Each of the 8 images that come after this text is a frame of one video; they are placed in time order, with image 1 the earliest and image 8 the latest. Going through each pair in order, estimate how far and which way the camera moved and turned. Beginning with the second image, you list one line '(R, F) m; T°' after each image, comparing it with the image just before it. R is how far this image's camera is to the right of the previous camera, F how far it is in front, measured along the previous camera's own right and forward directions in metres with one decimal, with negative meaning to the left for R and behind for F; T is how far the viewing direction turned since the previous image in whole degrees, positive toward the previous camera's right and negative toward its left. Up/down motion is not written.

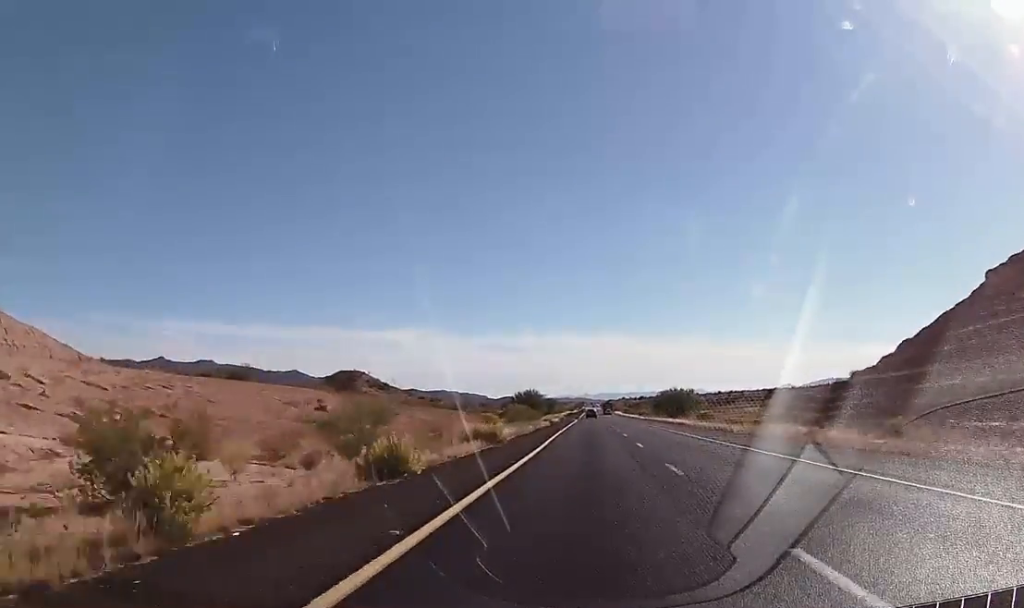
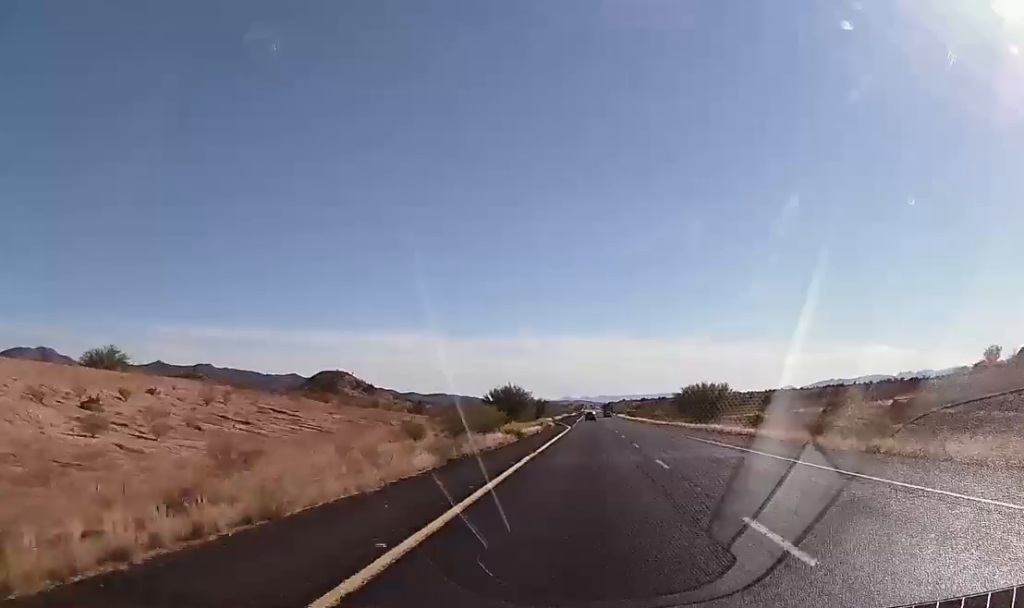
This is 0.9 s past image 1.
(-0.2, +34.1) m; -1°
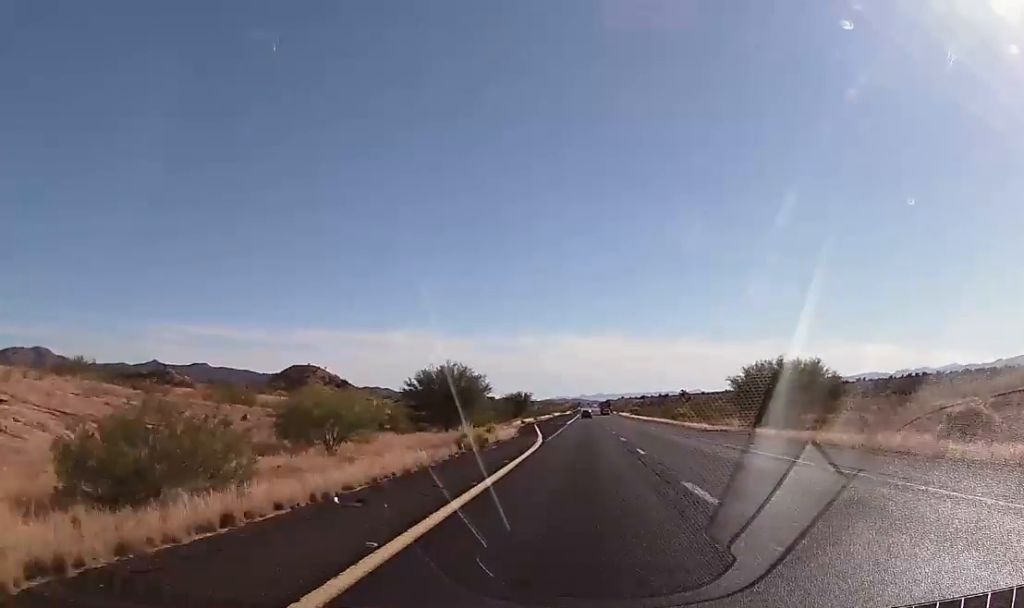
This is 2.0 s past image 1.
(-0.3, +42.9) m; 0°
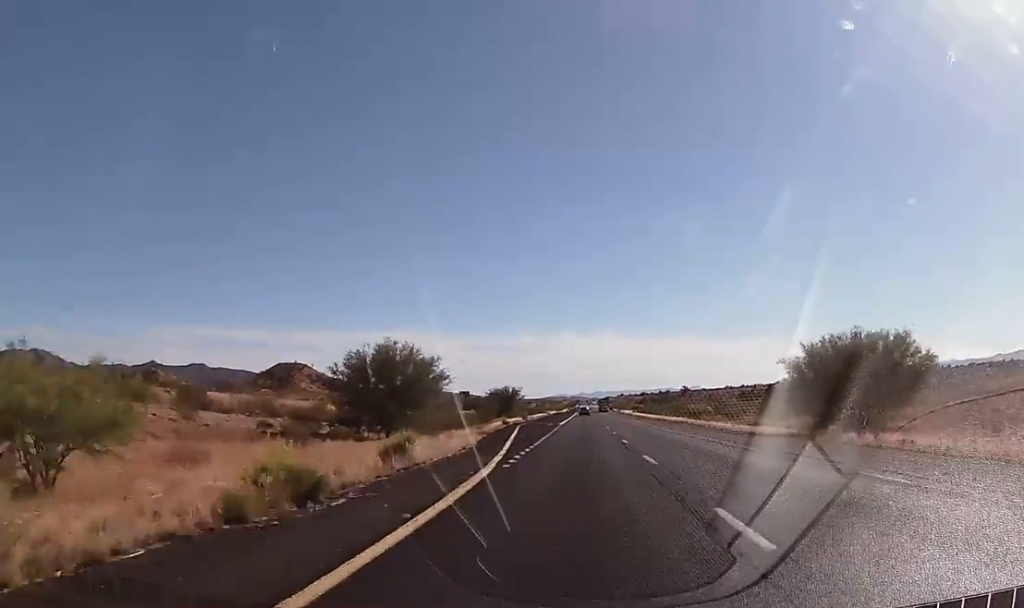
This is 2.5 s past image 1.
(-0.1, +17.6) m; 0°
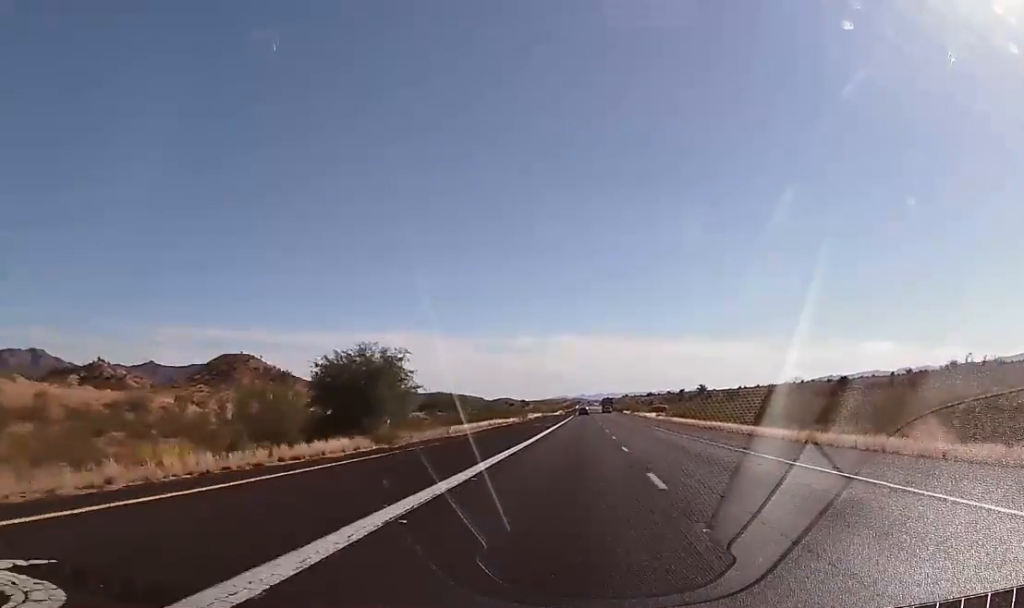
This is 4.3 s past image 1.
(+0.1, +66.9) m; 0°
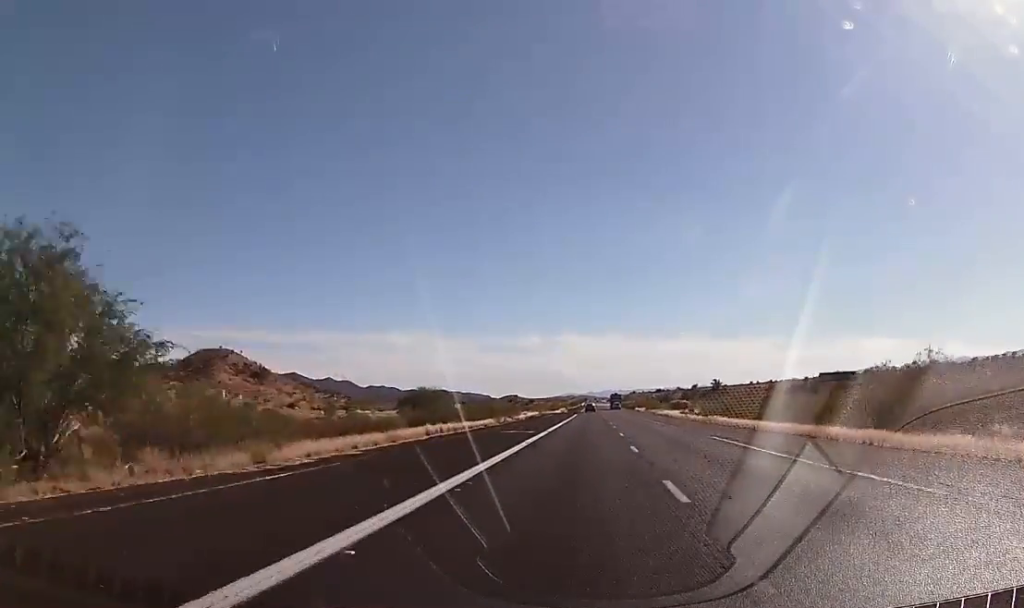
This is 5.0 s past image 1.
(+0.2, +26.7) m; 0°
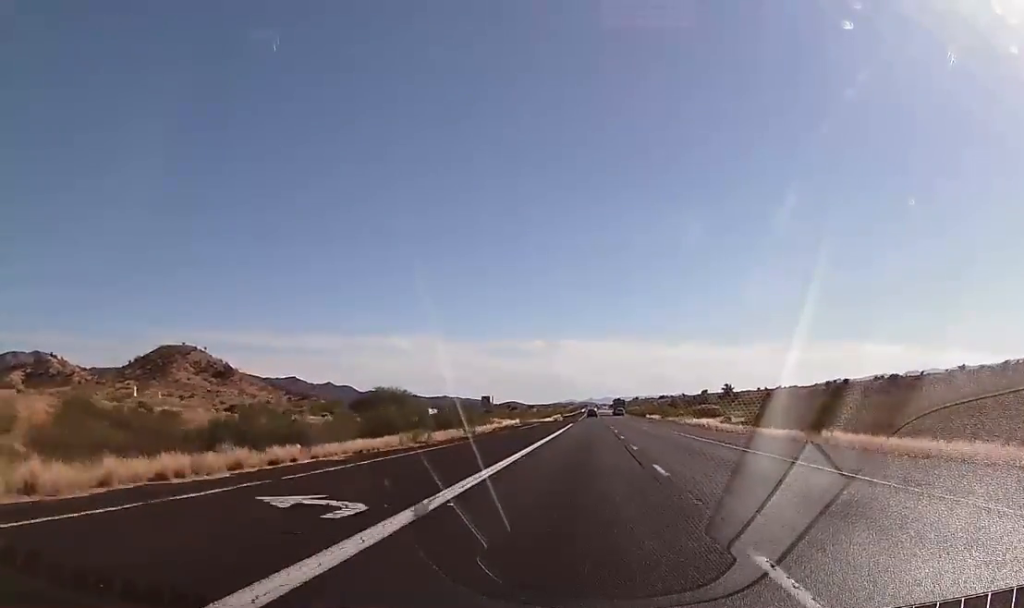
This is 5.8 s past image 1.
(+0.1, +31.8) m; 0°
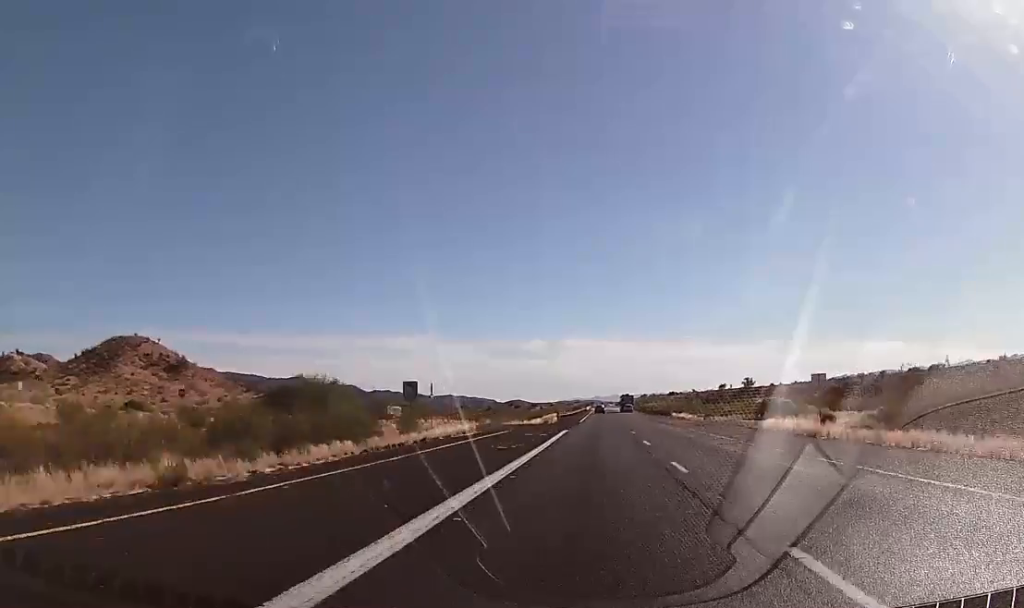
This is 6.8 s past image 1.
(-0.3, +36.8) m; 0°
